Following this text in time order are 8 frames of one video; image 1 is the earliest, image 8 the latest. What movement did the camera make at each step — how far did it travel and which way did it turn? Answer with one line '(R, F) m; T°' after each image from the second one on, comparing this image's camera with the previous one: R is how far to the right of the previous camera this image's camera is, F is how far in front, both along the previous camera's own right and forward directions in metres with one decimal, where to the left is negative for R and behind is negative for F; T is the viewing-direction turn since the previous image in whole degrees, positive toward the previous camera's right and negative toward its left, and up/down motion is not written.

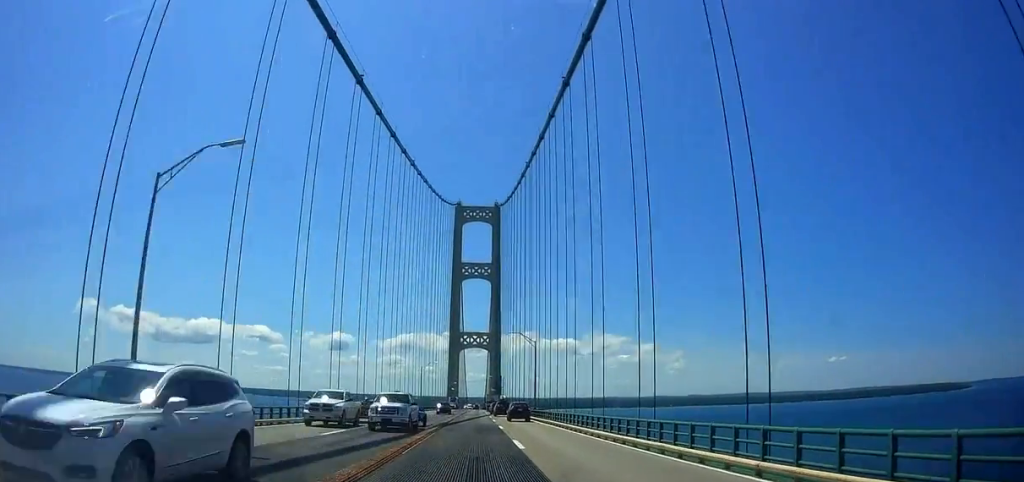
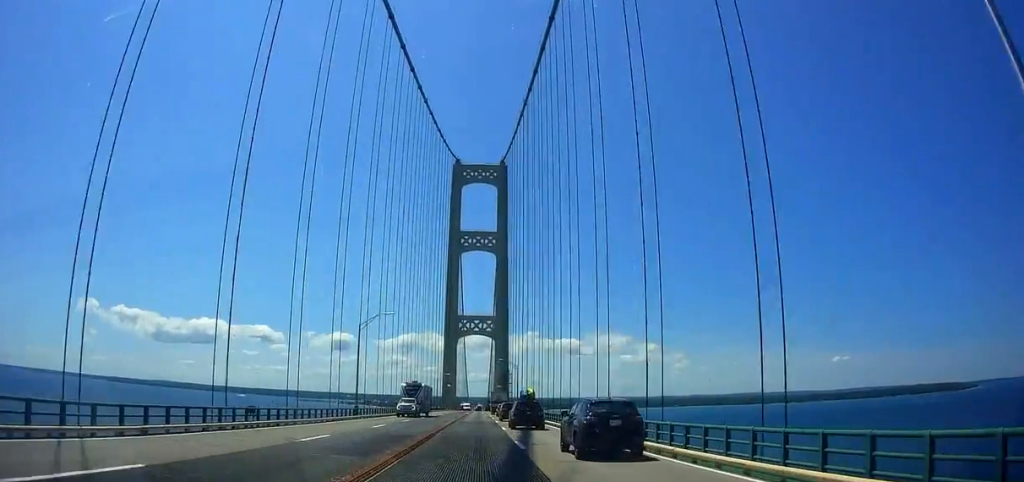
(+0.7, +60.5) m; -1°
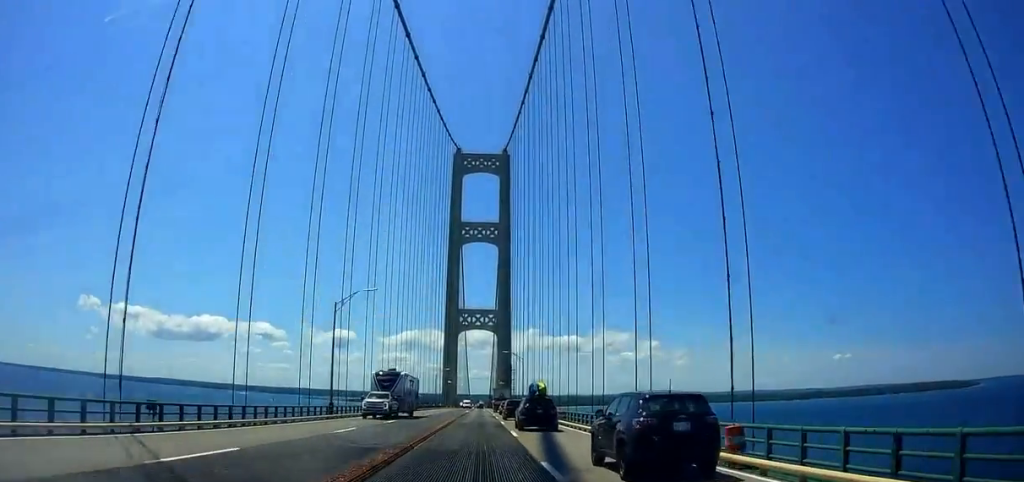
(-0.3, +9.6) m; 0°
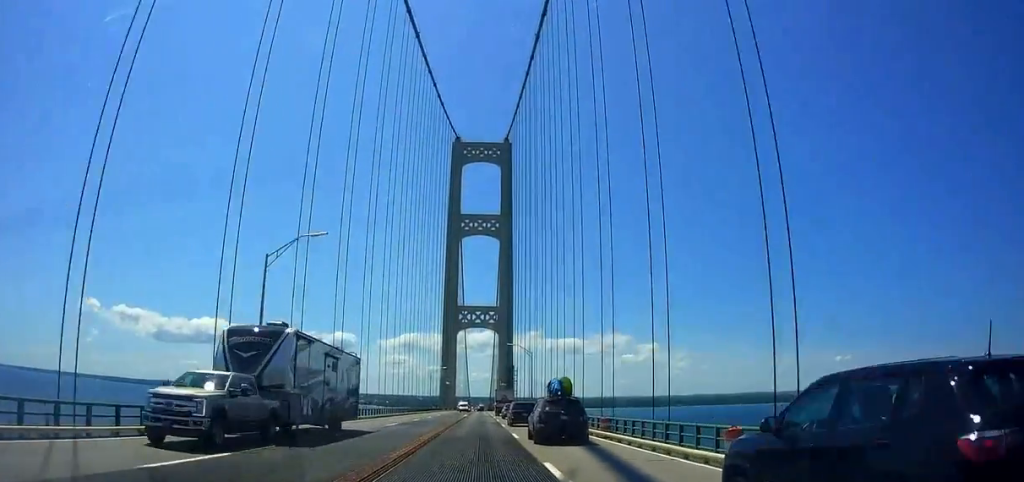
(-0.1, +14.8) m; 0°
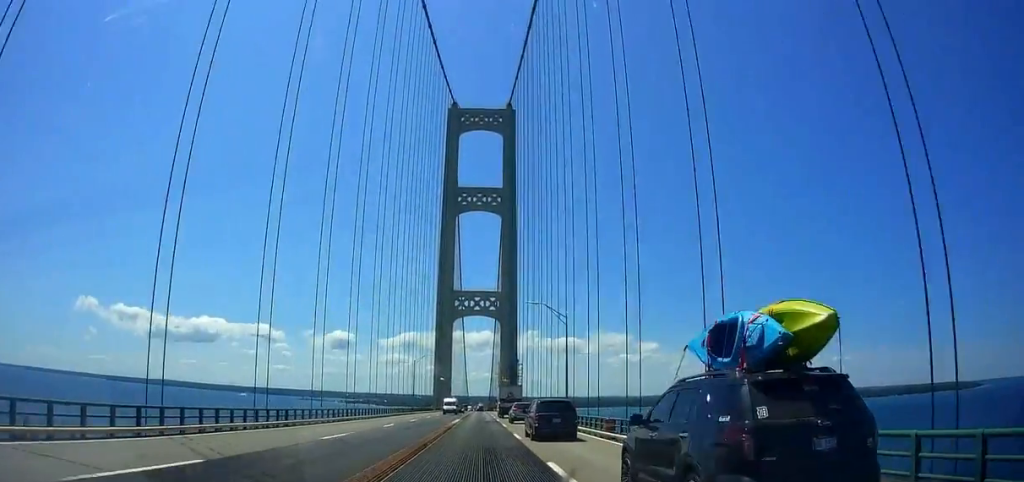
(+0.6, +30.4) m; 0°
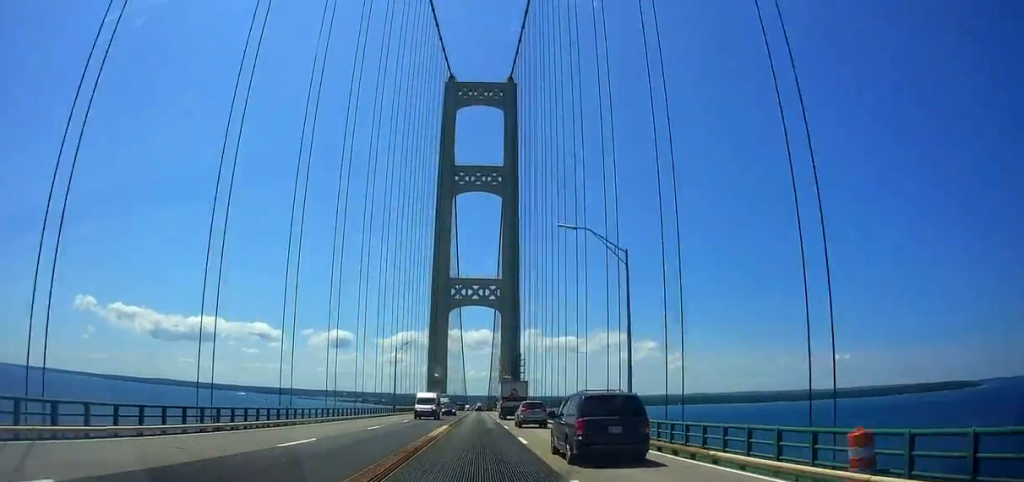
(-0.3, +19.3) m; 0°
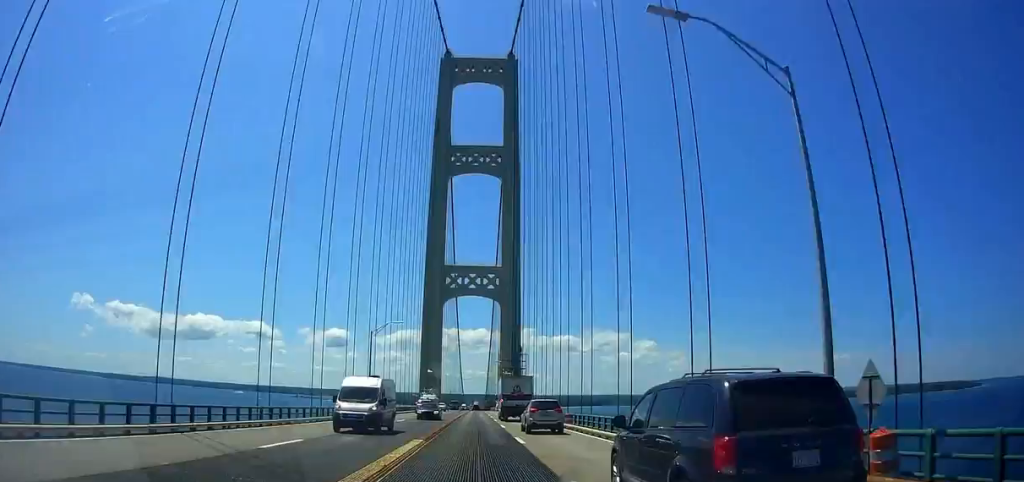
(-0.1, +15.6) m; 0°
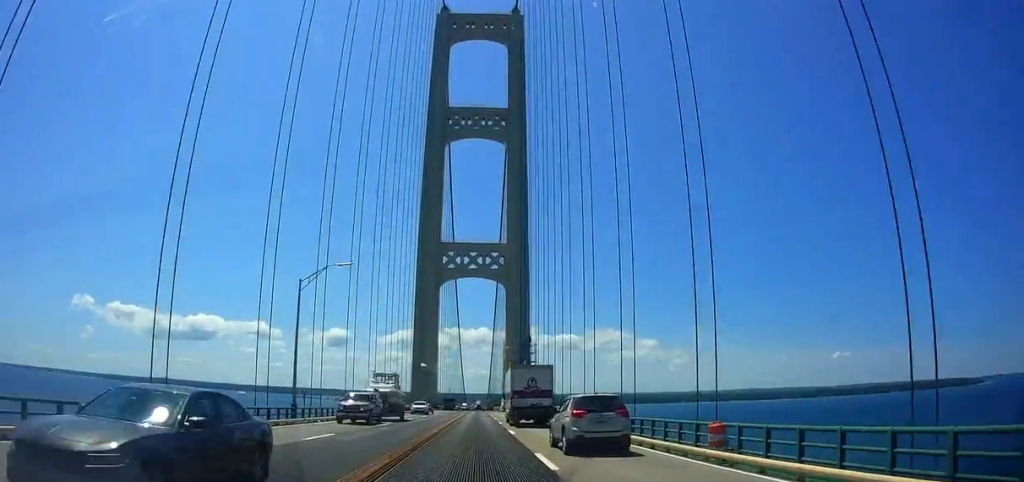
(+0.6, +24.5) m; +1°
